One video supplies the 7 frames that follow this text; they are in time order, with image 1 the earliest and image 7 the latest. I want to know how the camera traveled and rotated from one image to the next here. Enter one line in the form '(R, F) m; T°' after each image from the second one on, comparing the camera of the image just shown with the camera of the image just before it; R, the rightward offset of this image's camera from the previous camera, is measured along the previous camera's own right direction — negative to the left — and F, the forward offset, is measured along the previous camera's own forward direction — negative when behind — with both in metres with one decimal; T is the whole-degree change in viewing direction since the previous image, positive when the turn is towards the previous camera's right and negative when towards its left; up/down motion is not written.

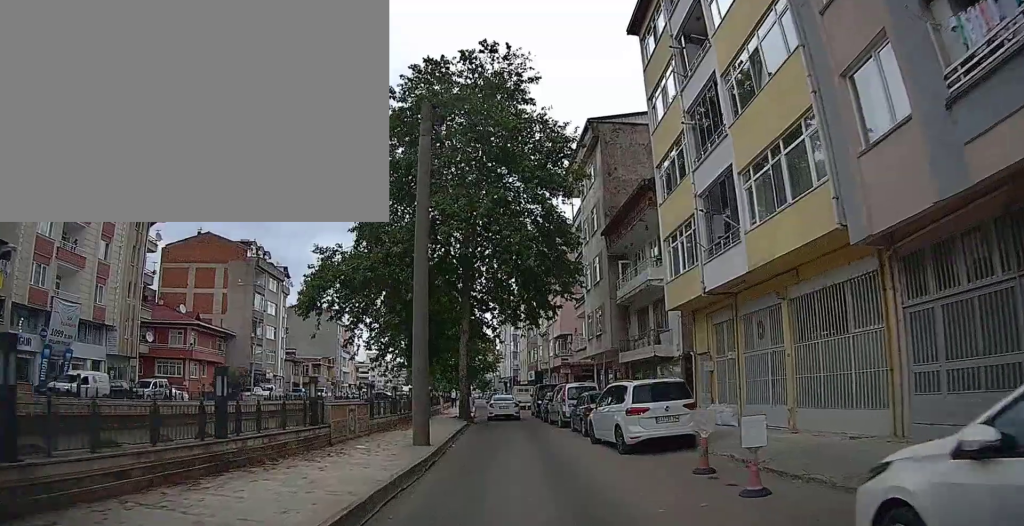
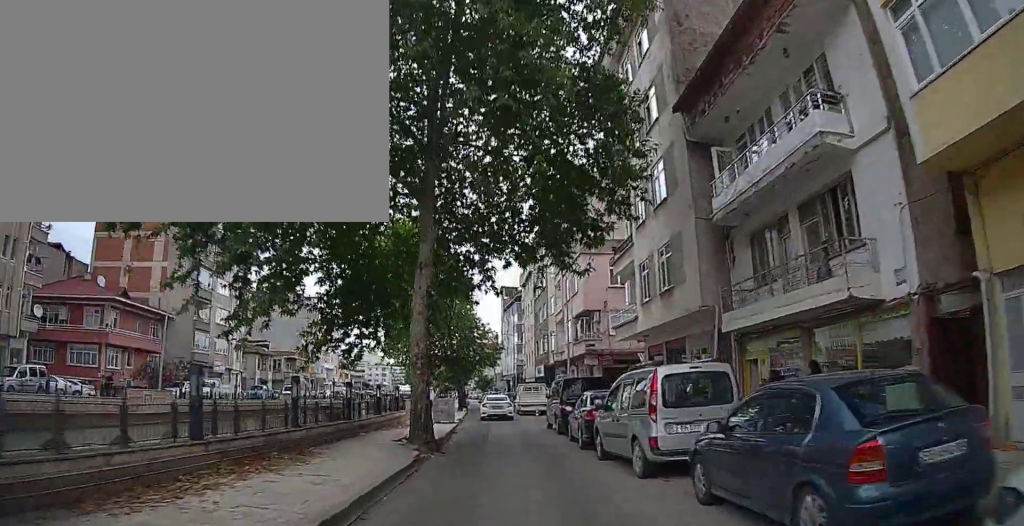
(+0.2, +14.0) m; +4°
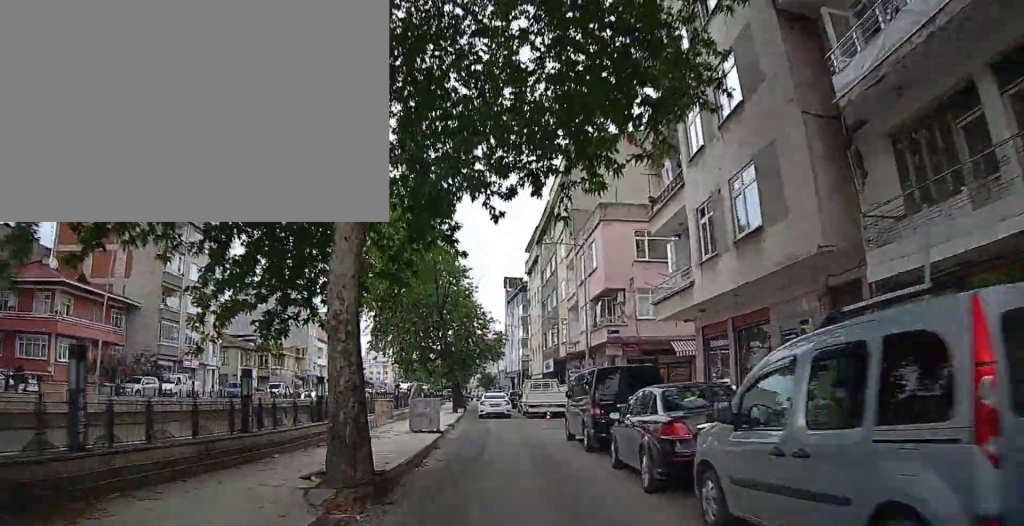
(+0.2, +6.3) m; +1°
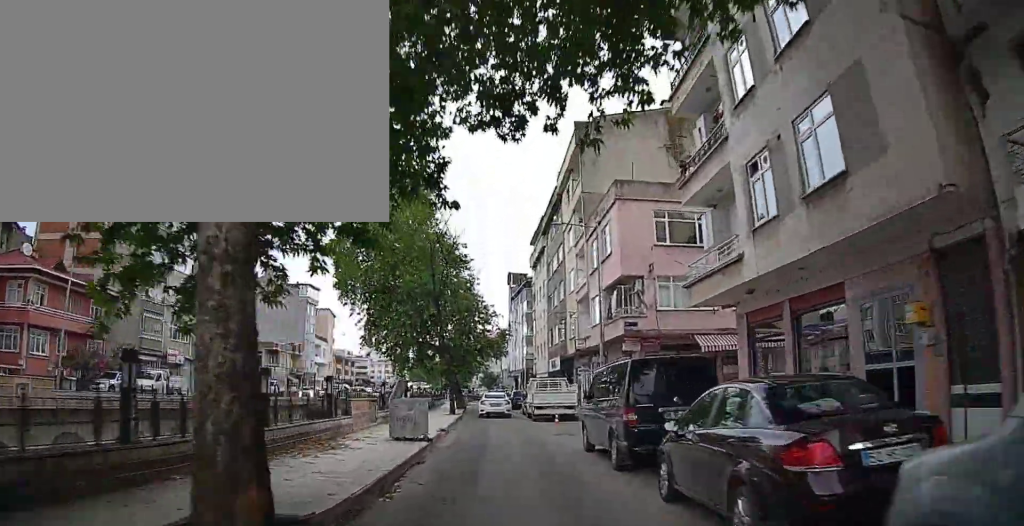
(-0.1, +3.2) m; -1°
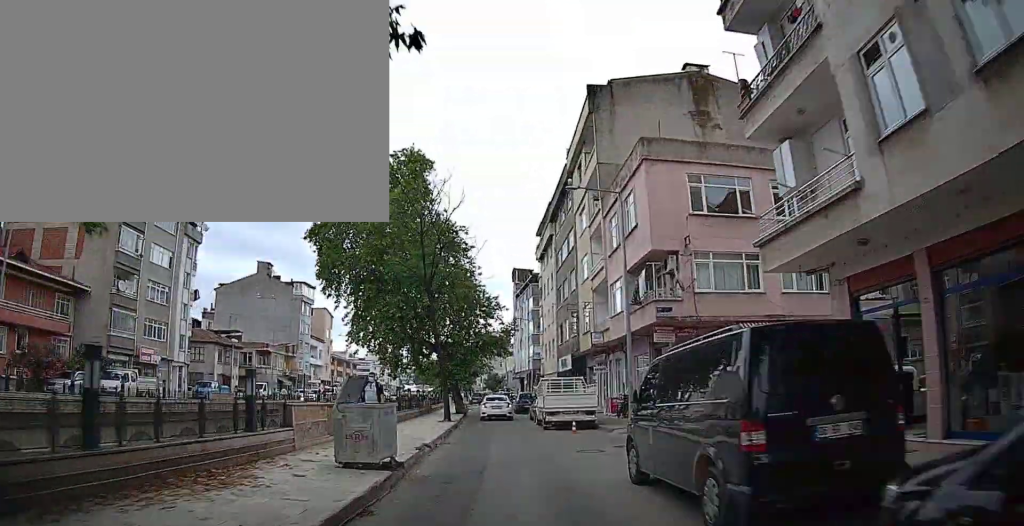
(-0.1, +4.3) m; -2°
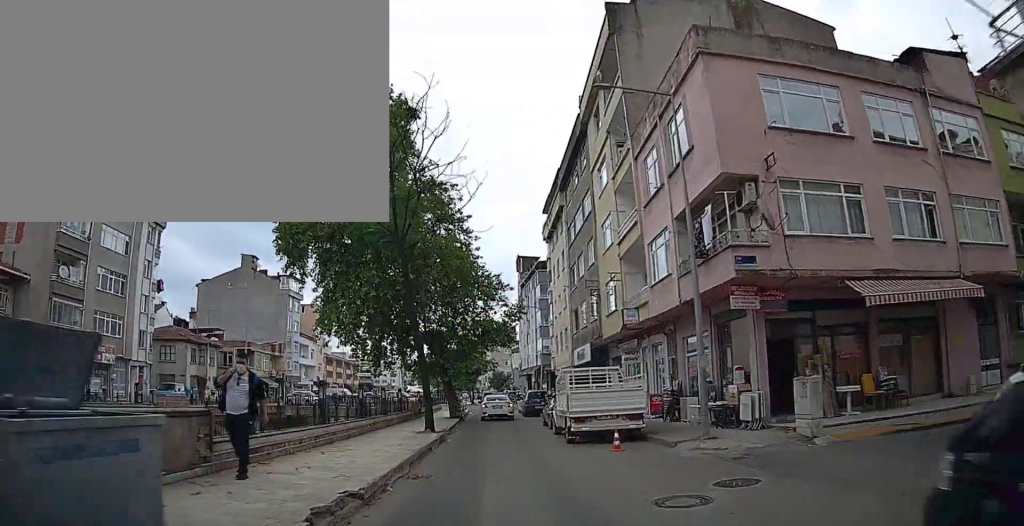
(-0.1, +7.1) m; -4°
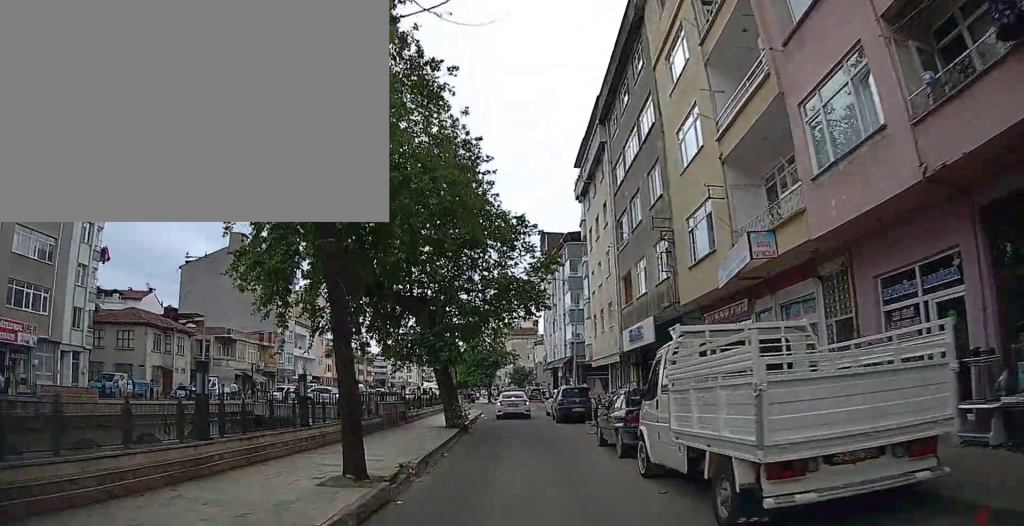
(-0.5, +10.2) m; -5°
